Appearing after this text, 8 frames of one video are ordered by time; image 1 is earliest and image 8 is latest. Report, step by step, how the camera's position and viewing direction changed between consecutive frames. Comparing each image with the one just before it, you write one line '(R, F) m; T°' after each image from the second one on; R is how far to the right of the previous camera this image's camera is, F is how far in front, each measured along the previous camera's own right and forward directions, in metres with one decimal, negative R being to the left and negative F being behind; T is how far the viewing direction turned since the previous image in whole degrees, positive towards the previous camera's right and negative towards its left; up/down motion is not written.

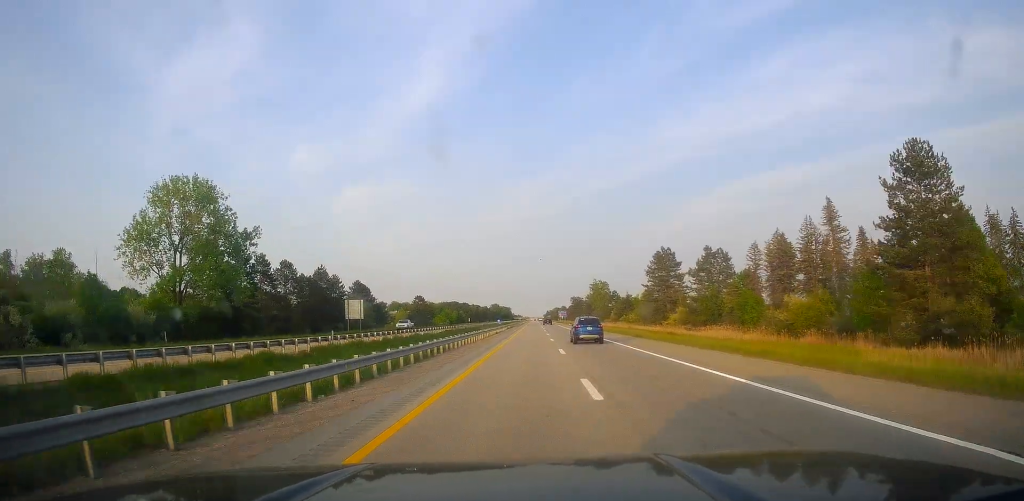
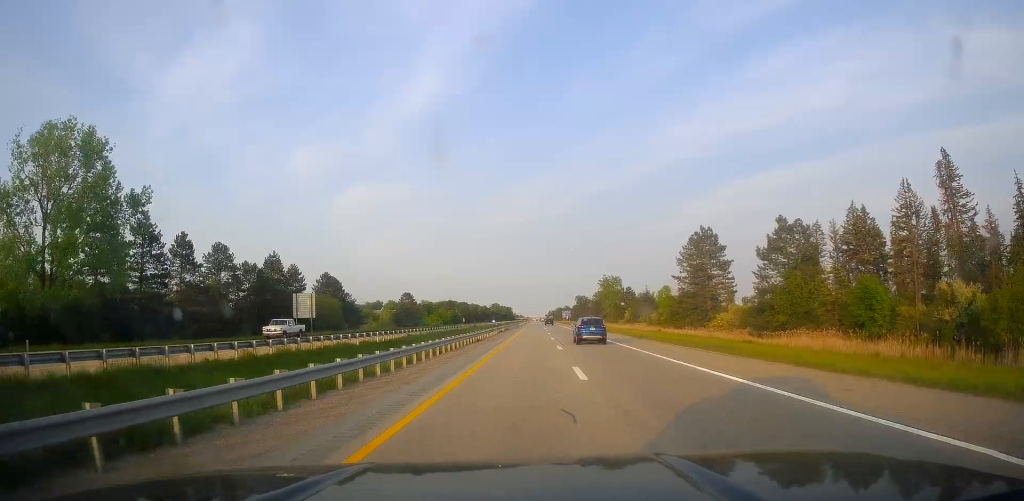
(+0.1, +26.4) m; 0°
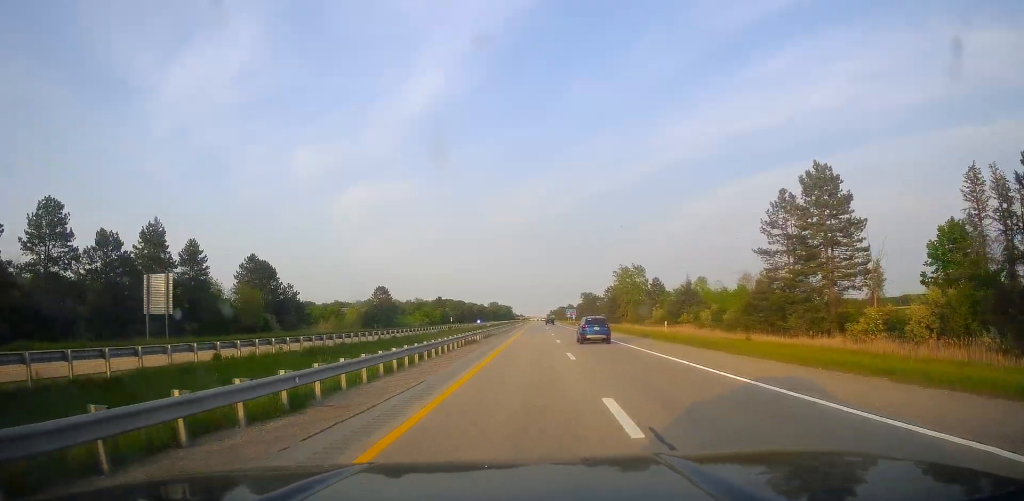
(0.0, +37.9) m; 0°
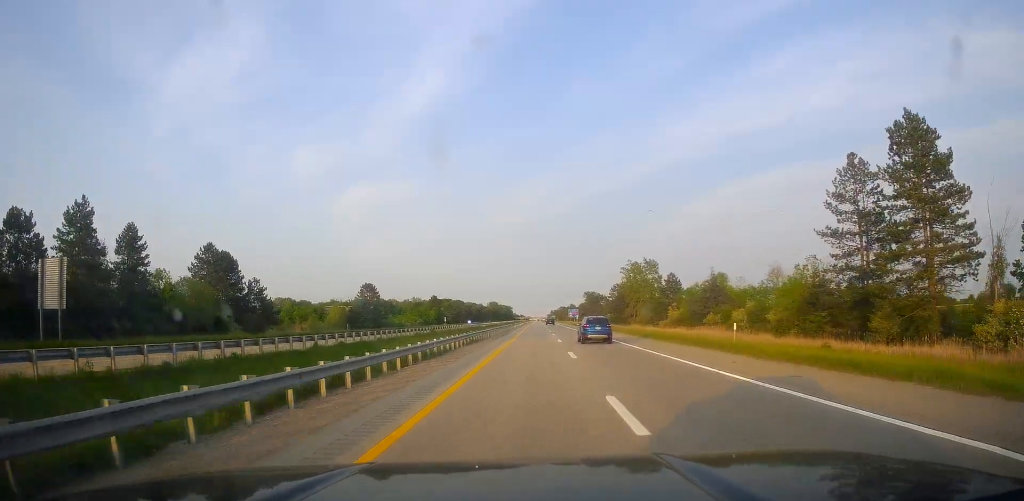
(-0.2, +14.9) m; 0°
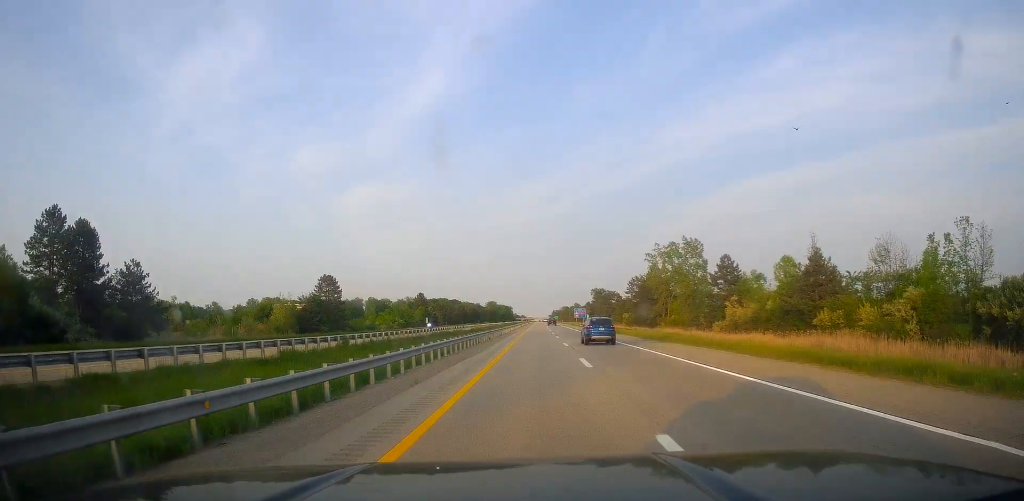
(+0.5, +34.3) m; 0°
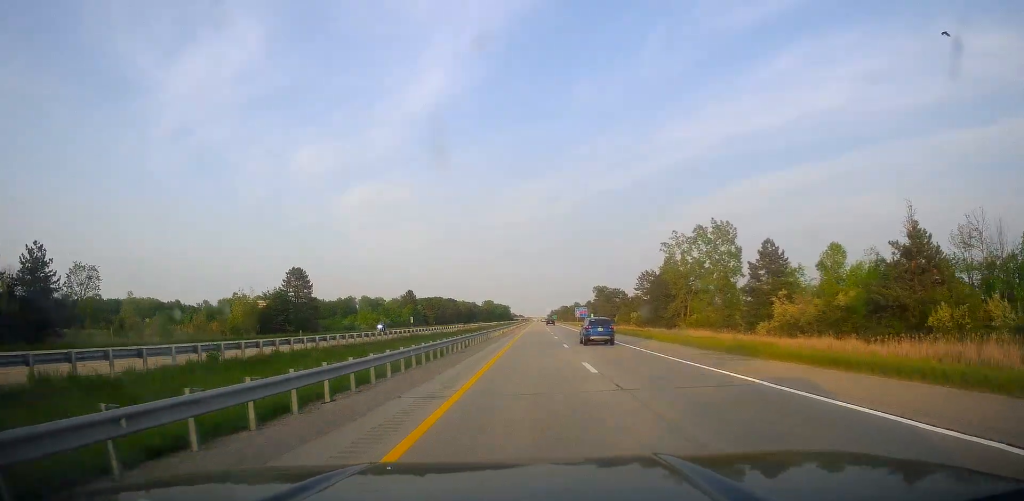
(-0.3, +17.2) m; 0°
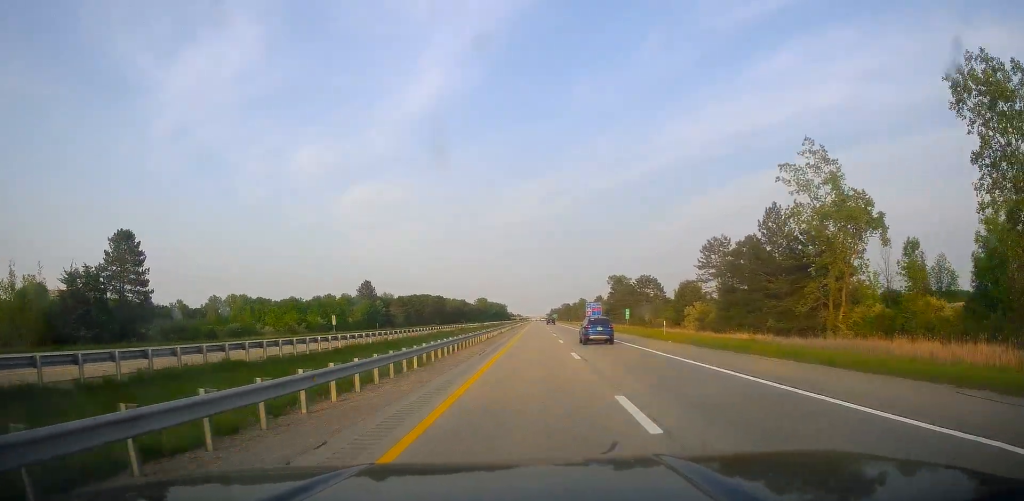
(-0.3, +54.8) m; 0°
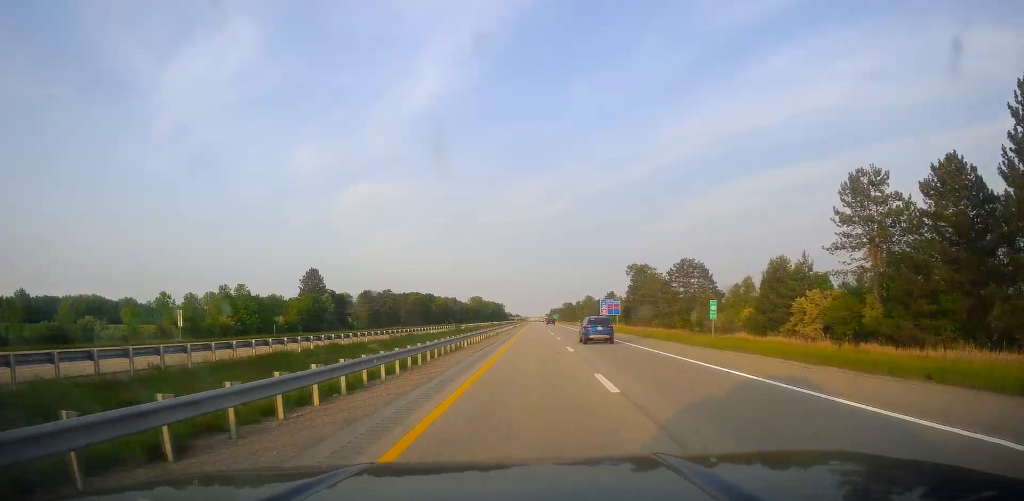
(+0.3, +40.9) m; 0°
